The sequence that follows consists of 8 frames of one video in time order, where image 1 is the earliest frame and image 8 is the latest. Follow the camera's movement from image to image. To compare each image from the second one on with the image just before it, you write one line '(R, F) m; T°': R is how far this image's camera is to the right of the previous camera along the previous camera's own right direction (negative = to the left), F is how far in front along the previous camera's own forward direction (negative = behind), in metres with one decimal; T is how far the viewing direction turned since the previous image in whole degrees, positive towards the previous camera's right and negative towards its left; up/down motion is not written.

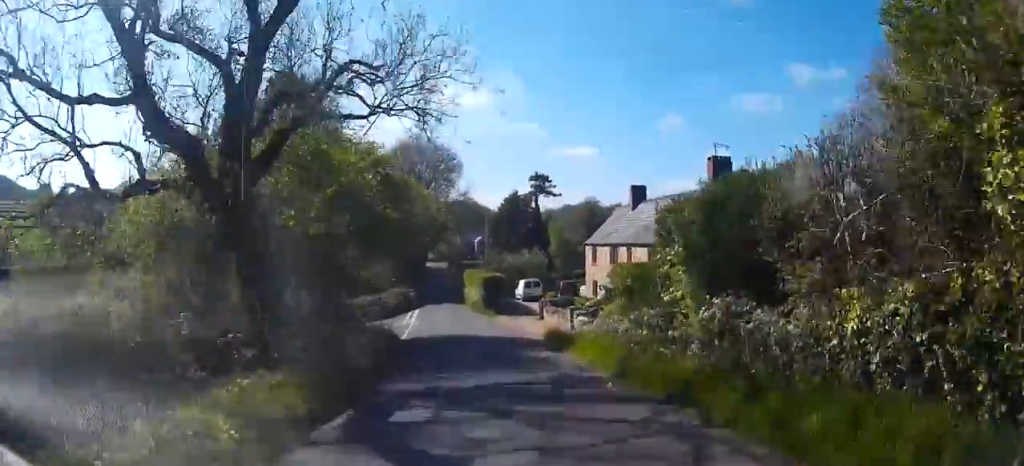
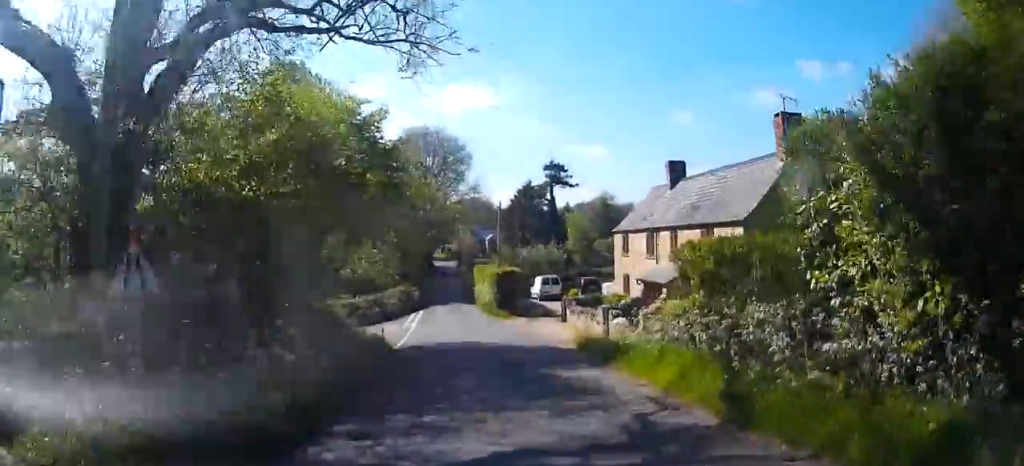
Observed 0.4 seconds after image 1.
(0.0, +5.2) m; -1°
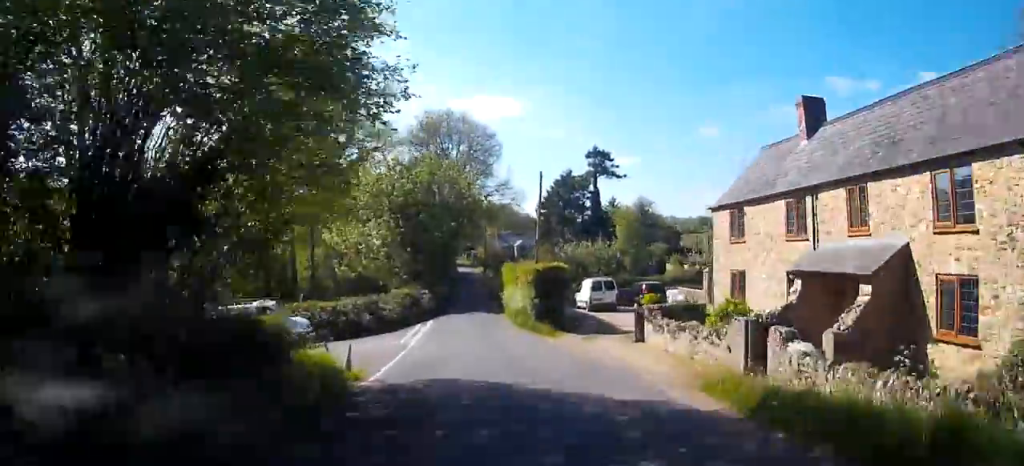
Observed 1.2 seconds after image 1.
(0.0, +10.6) m; -3°
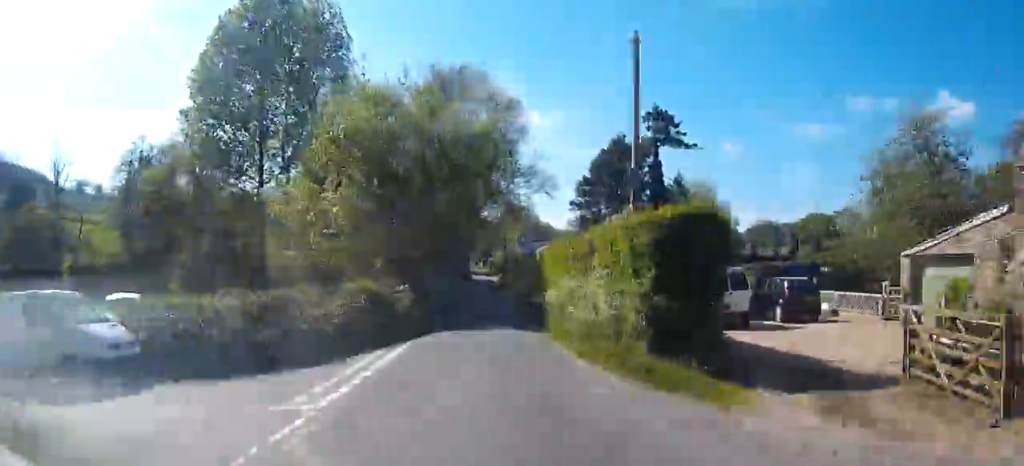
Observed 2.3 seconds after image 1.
(-0.9, +15.3) m; -3°
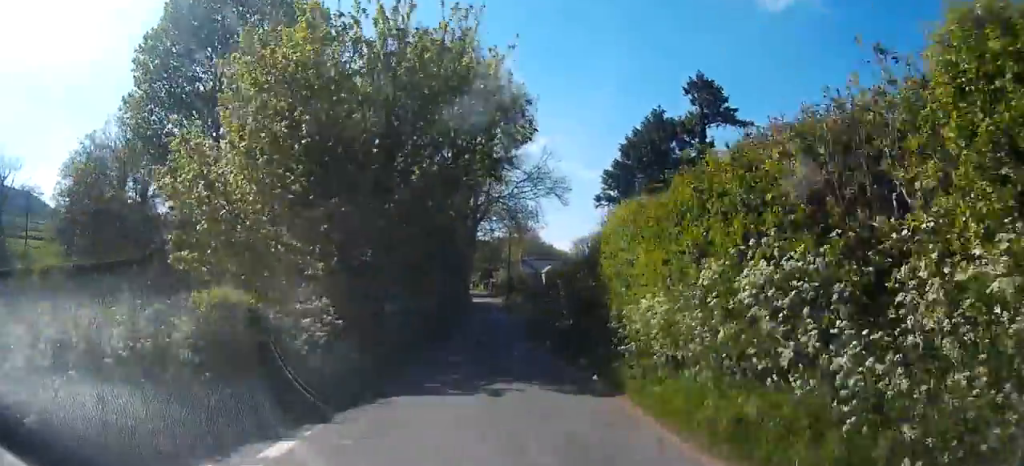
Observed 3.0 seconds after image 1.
(+0.2, +10.0) m; -1°
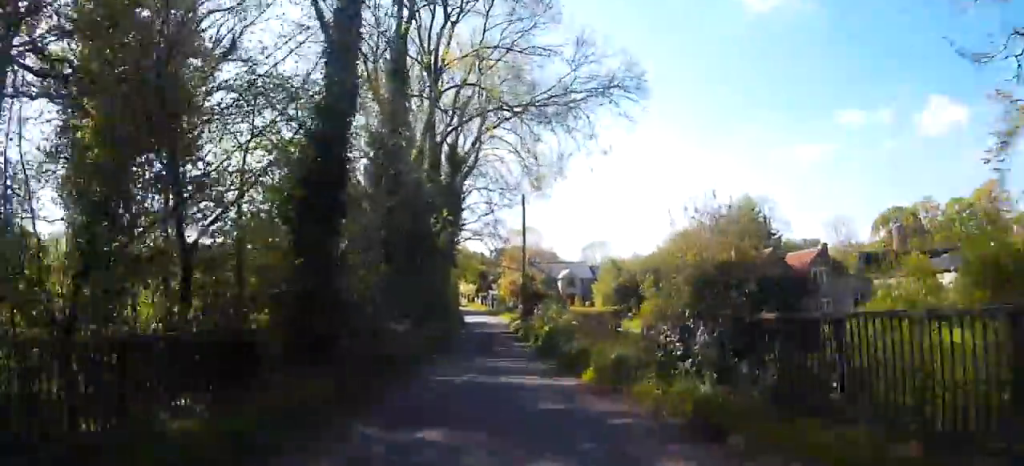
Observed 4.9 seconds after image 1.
(-0.5, +27.3) m; 0°
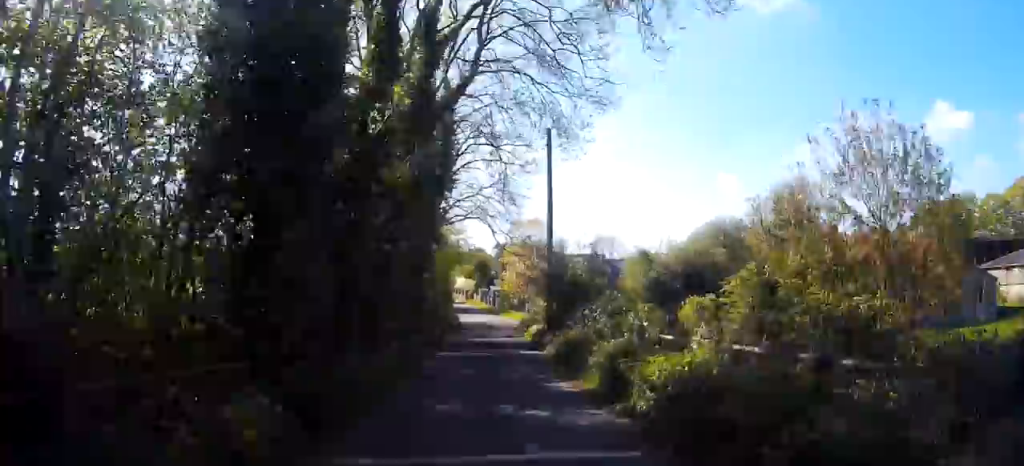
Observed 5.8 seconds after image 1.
(+0.2, +12.7) m; 0°
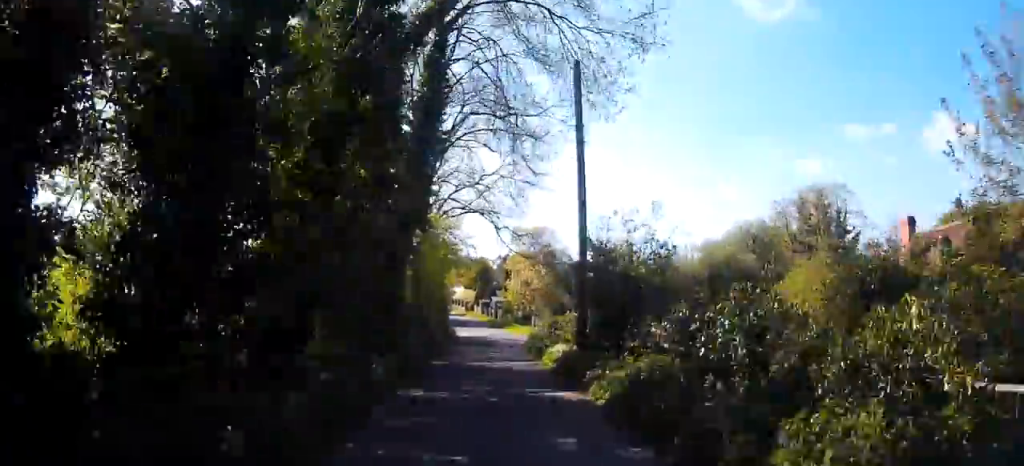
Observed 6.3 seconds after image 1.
(0.0, +6.6) m; -1°
